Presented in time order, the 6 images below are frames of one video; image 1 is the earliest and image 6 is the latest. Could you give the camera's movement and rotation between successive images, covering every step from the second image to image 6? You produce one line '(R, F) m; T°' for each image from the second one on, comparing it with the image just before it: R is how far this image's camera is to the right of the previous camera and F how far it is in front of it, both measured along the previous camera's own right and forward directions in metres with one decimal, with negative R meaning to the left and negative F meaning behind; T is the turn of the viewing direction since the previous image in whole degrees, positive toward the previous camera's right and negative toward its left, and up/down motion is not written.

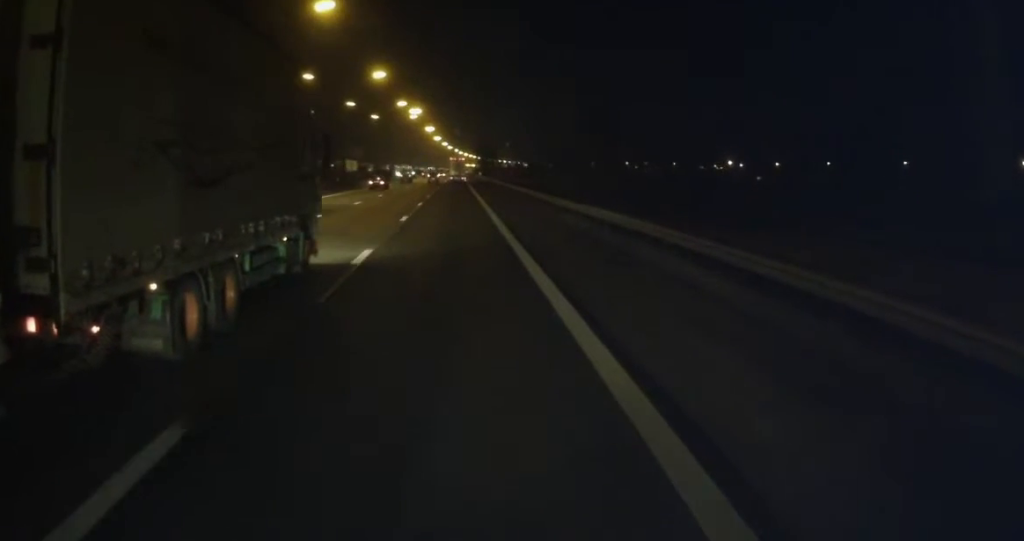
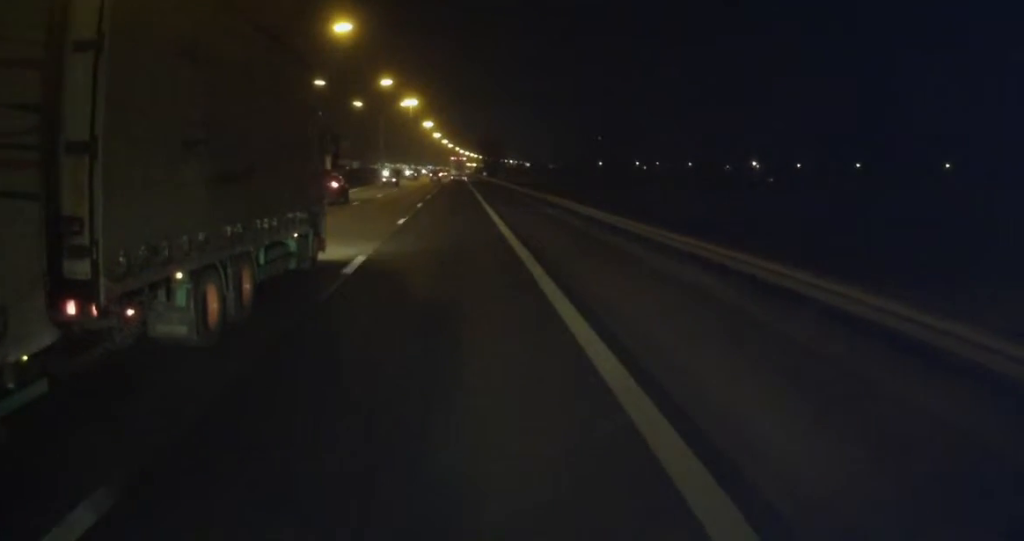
(+0.1, +26.8) m; 0°
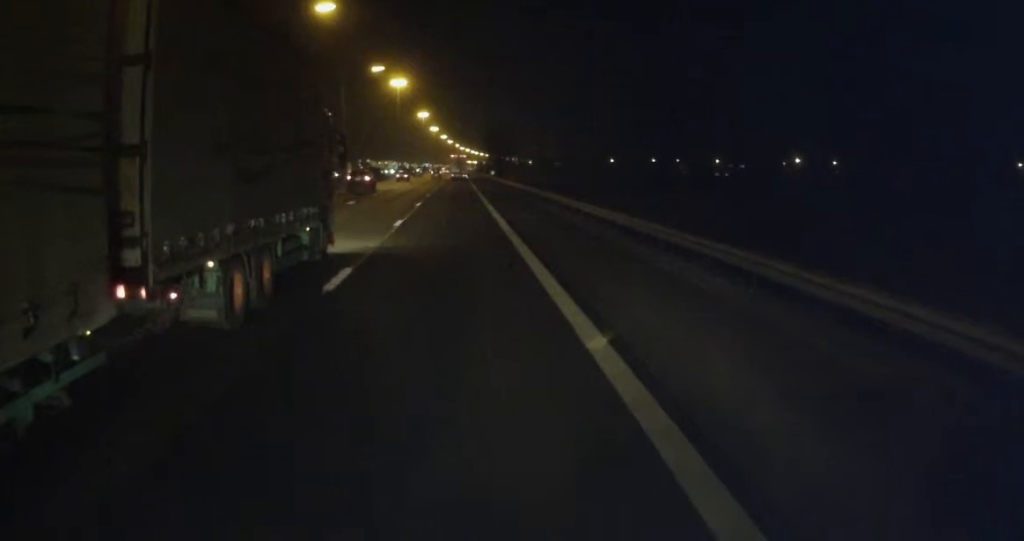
(-0.6, +40.4) m; -2°
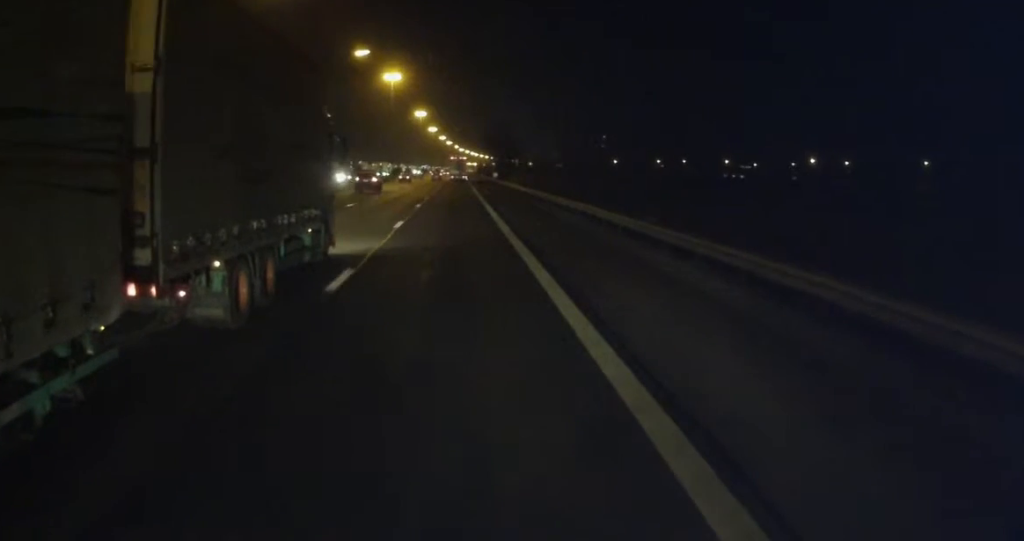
(-0.1, +12.8) m; +1°
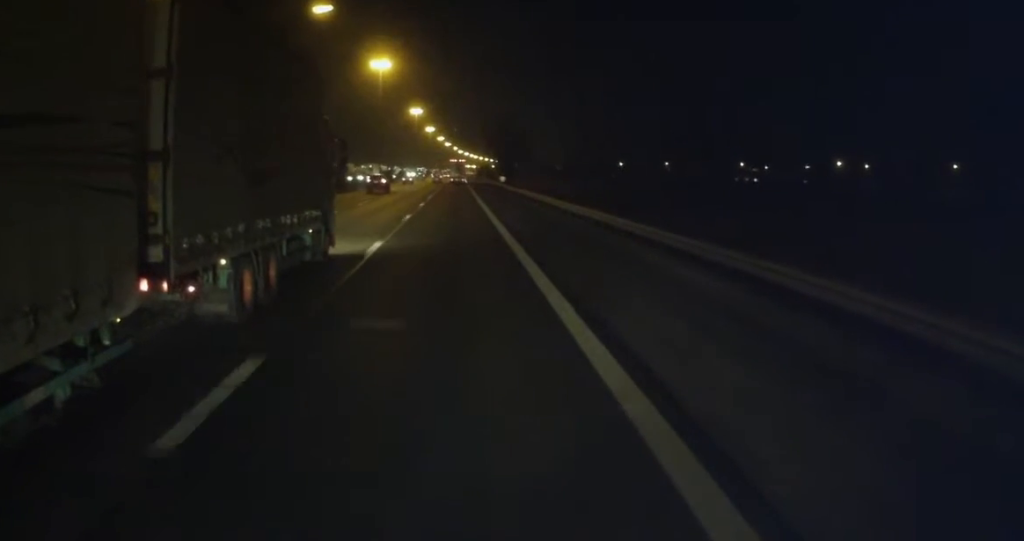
(+0.3, +19.9) m; +1°
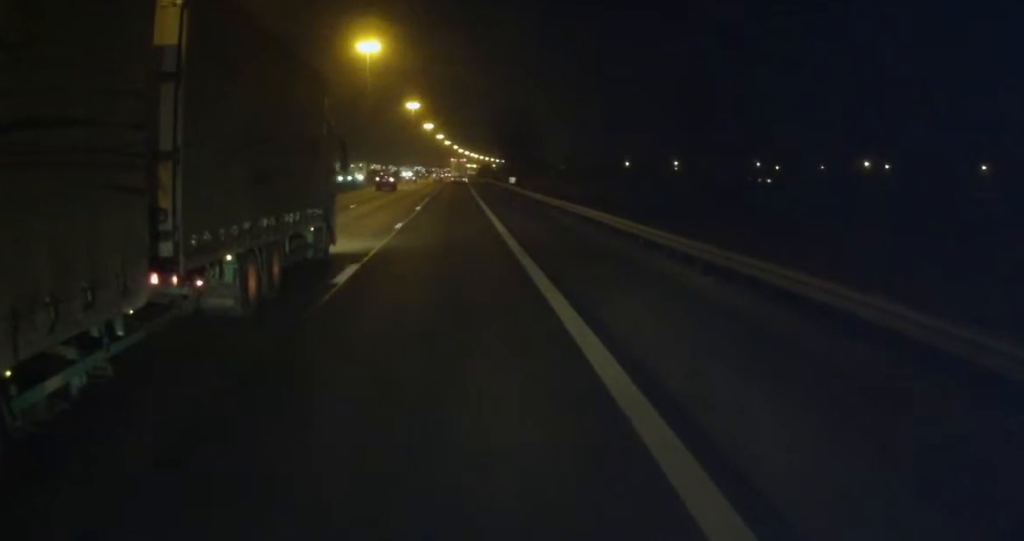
(+0.2, +17.5) m; 0°
